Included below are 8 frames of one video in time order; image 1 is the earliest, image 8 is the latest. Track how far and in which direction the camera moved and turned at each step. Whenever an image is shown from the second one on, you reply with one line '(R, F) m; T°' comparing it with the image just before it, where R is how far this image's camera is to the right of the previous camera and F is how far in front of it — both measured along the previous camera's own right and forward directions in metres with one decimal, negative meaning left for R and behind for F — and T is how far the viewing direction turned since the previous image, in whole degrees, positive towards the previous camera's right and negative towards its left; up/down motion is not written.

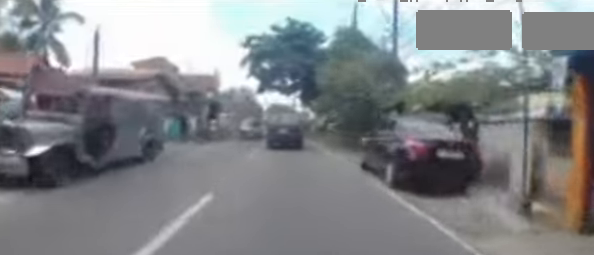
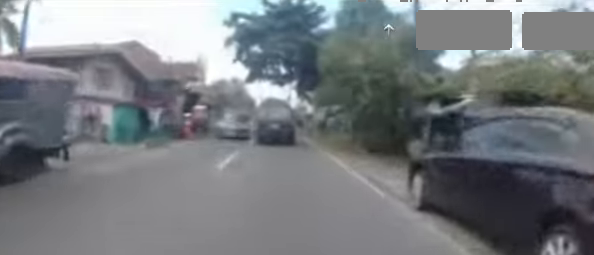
(0.0, +4.2) m; +1°
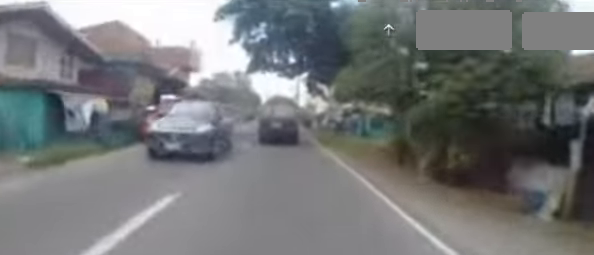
(0.0, +5.3) m; +2°
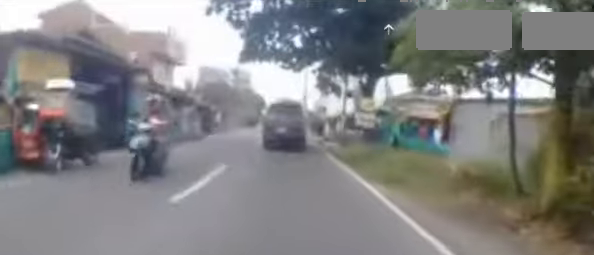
(+0.4, +6.1) m; 0°
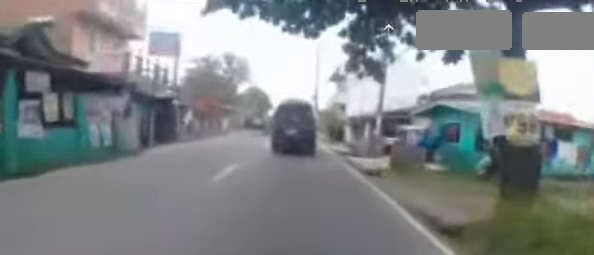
(-0.7, +8.5) m; -3°
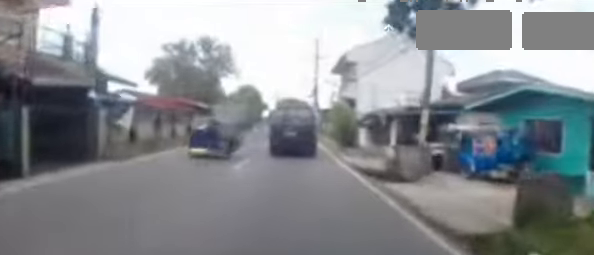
(+0.1, +6.2) m; +3°
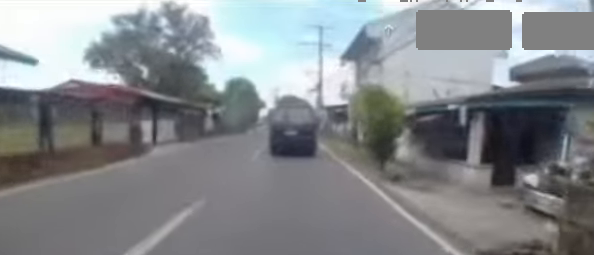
(+0.1, +6.1) m; -2°
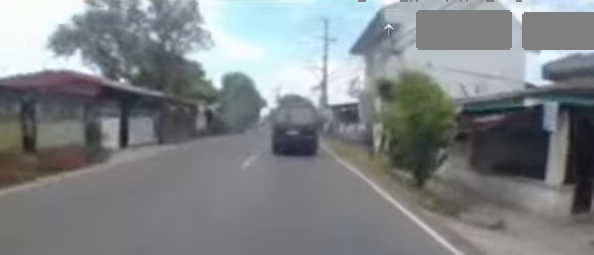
(-0.1, +2.7) m; -2°
